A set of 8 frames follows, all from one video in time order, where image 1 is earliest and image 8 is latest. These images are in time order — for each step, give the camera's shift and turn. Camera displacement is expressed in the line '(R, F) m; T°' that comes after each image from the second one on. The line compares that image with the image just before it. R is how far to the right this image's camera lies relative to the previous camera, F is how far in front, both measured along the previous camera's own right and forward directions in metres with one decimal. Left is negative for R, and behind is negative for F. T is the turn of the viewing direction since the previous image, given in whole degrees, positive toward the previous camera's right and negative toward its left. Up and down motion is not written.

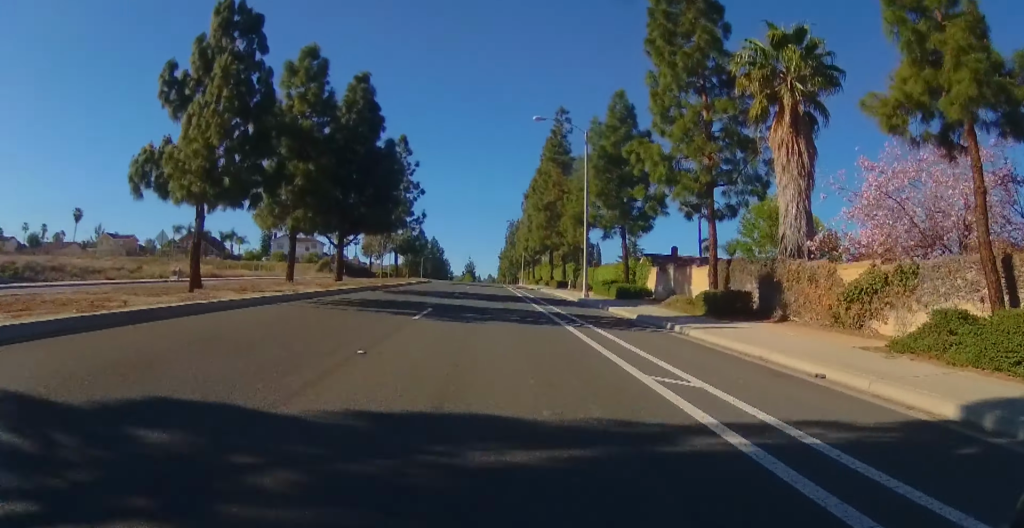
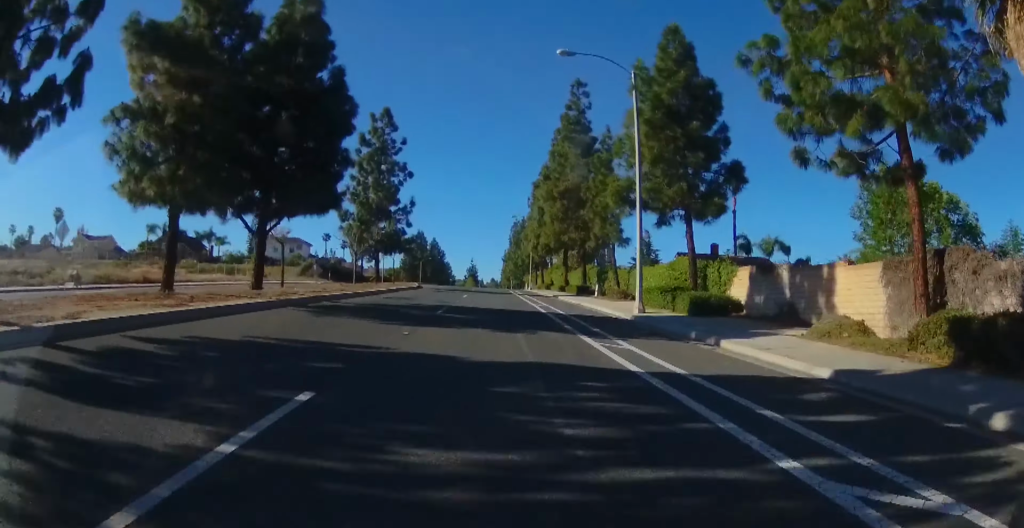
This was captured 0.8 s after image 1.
(0.0, +11.7) m; 0°
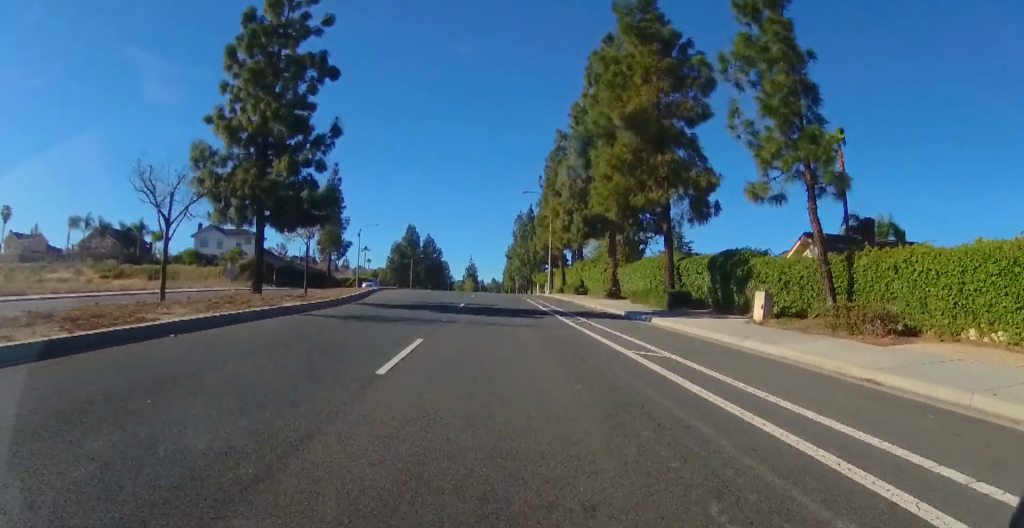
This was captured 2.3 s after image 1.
(0.0, +24.4) m; 0°
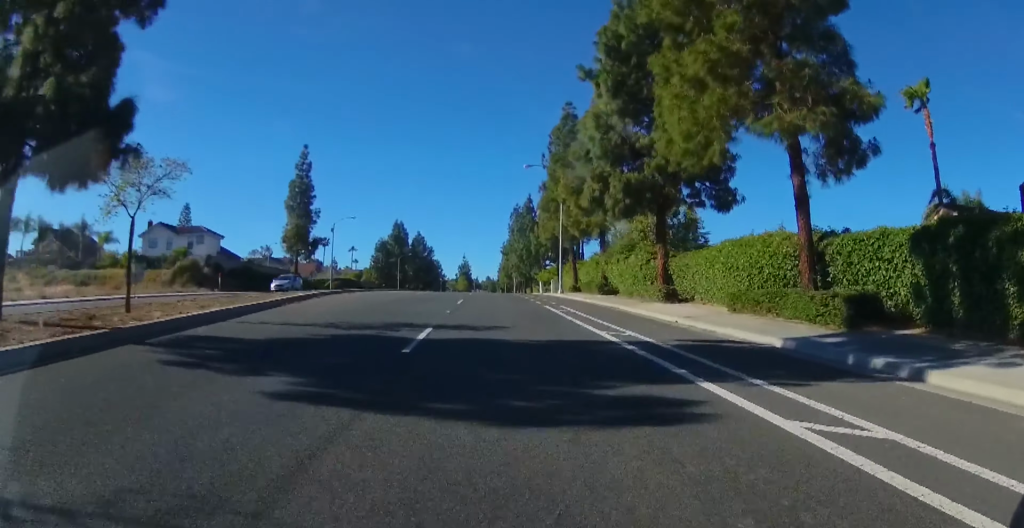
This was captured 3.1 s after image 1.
(0.0, +13.1) m; +1°
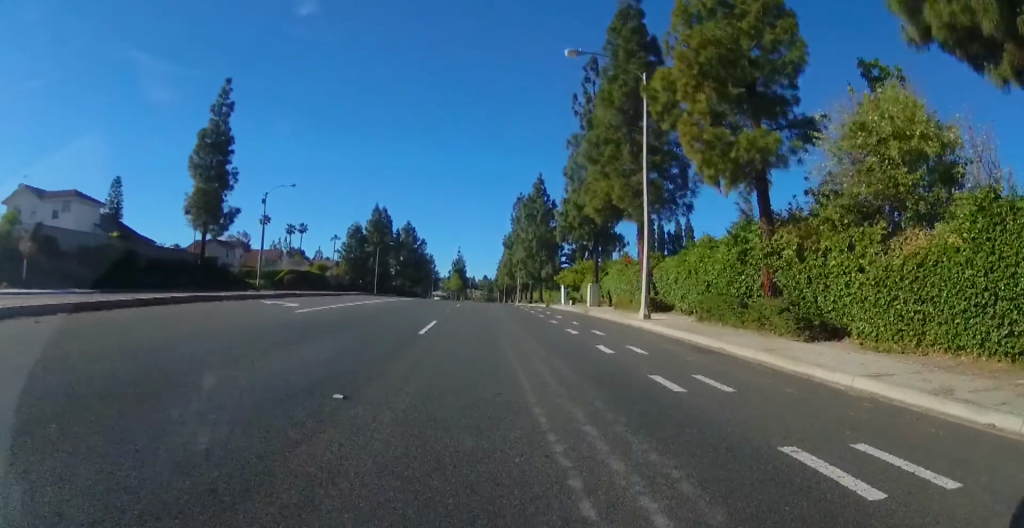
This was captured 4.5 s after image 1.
(+0.5, +25.8) m; 0°
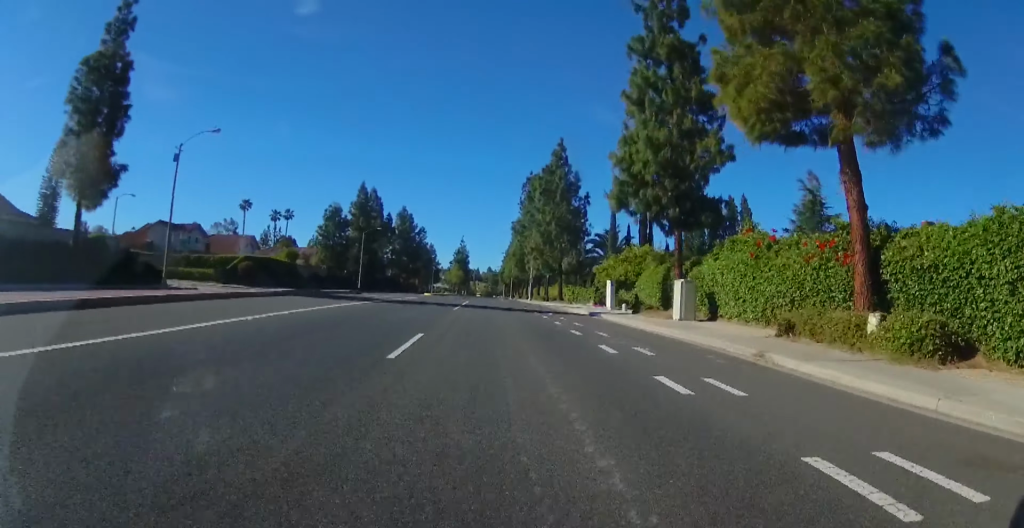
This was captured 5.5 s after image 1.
(-0.4, +18.5) m; -2°
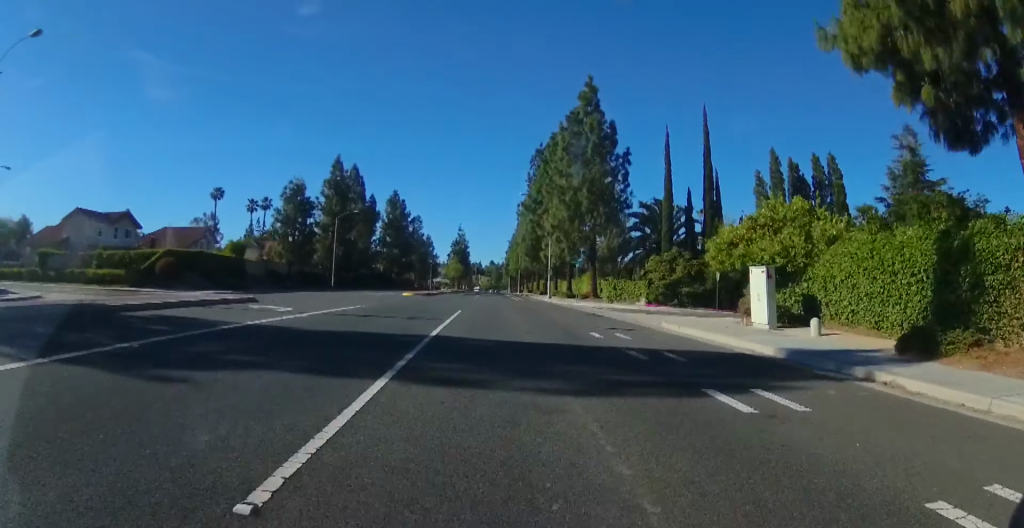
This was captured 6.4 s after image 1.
(-0.4, +19.2) m; 0°
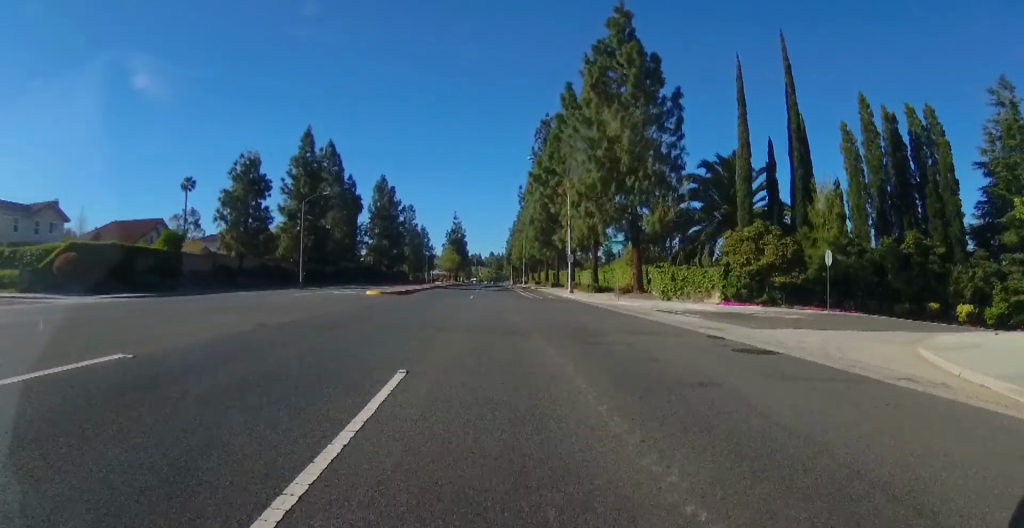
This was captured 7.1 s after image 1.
(+0.3, +14.2) m; +1°
